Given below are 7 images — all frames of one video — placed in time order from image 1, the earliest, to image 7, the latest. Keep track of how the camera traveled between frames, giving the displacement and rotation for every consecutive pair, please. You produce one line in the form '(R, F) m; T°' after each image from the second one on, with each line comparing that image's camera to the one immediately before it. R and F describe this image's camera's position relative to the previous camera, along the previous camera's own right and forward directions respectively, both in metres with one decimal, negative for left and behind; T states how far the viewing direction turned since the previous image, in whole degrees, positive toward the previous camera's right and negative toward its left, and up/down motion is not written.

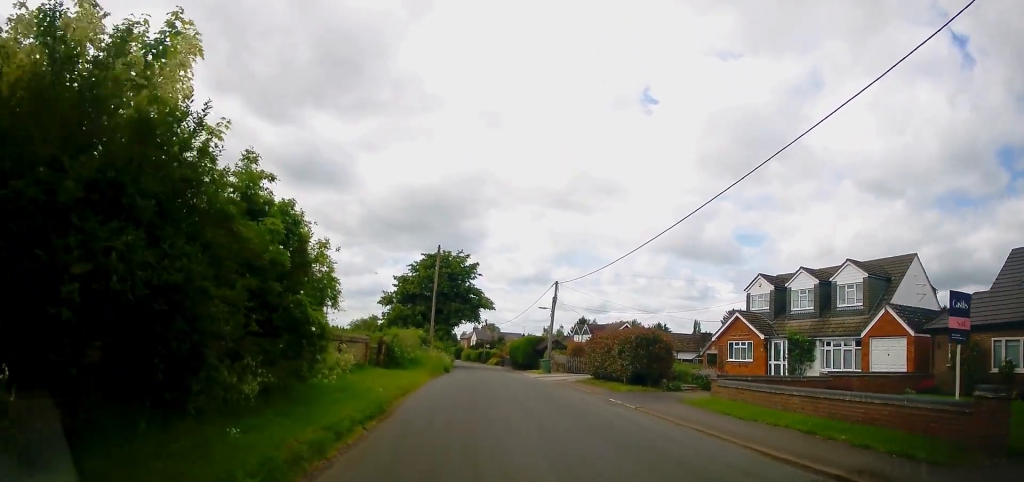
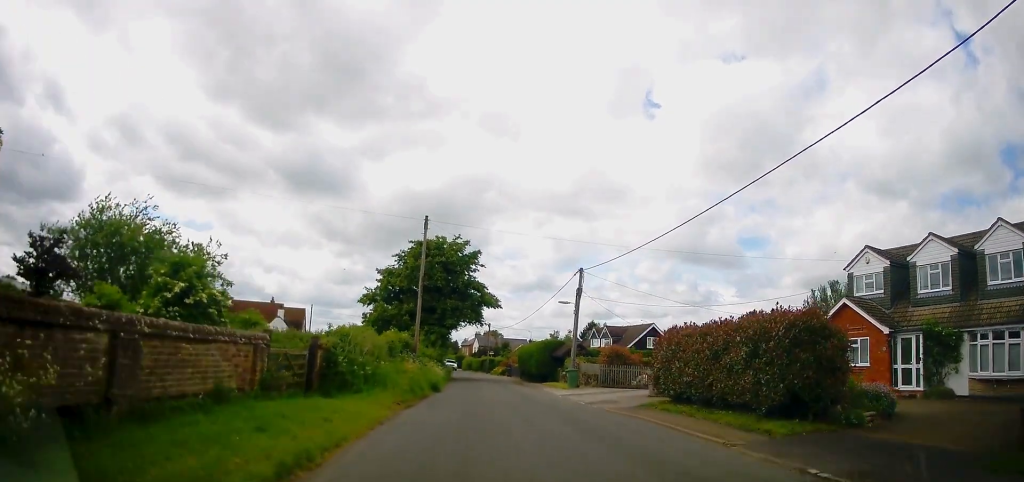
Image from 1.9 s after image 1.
(-0.9, +10.8) m; -6°
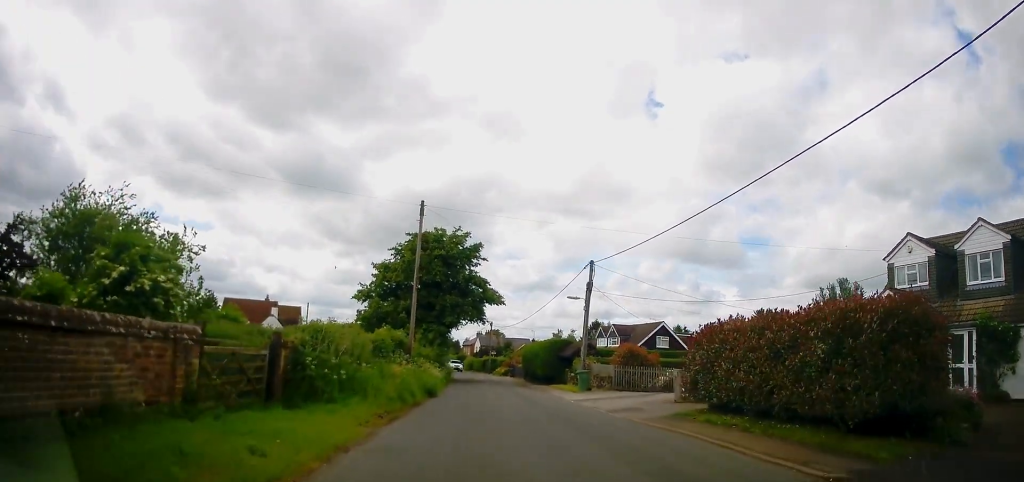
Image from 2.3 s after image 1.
(-0.1, +2.9) m; +1°
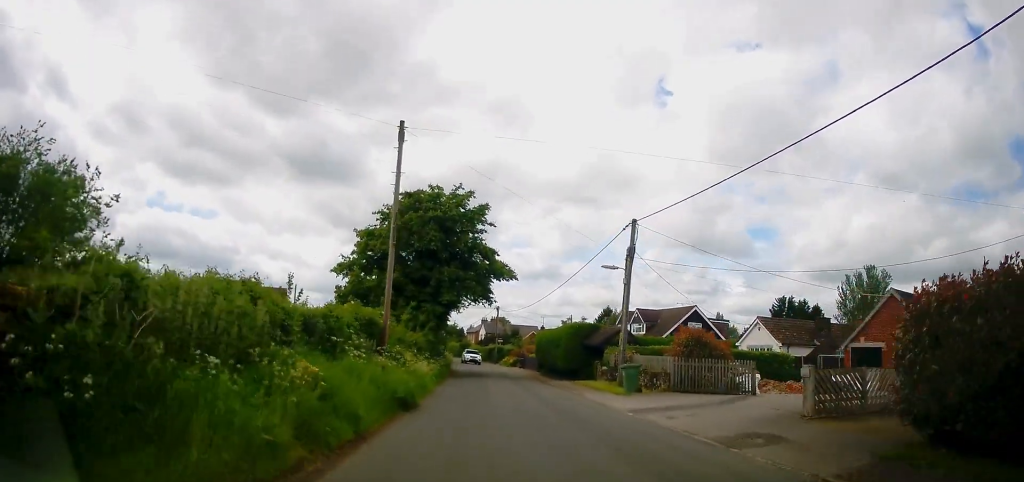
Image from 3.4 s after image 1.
(+0.3, +8.1) m; +3°
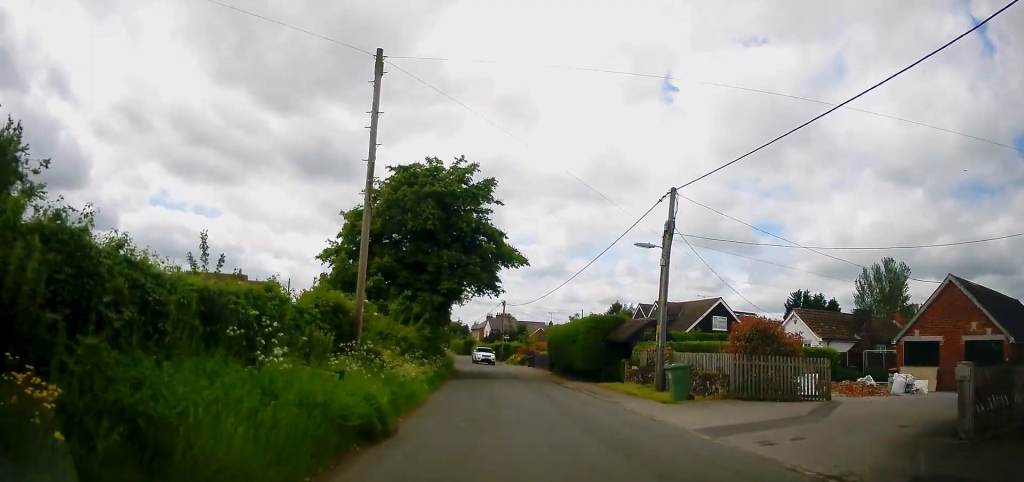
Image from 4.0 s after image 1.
(0.0, +4.7) m; -1°
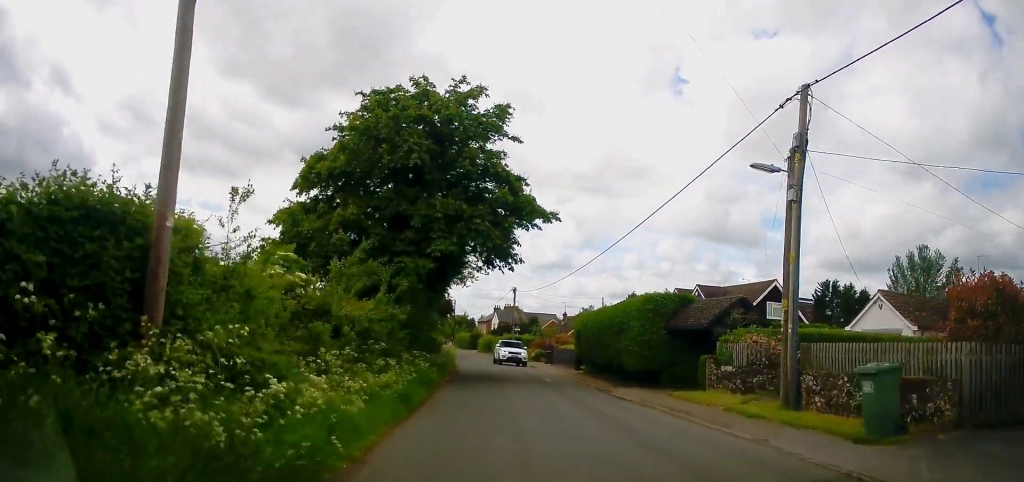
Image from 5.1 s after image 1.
(-0.2, +8.7) m; -1°
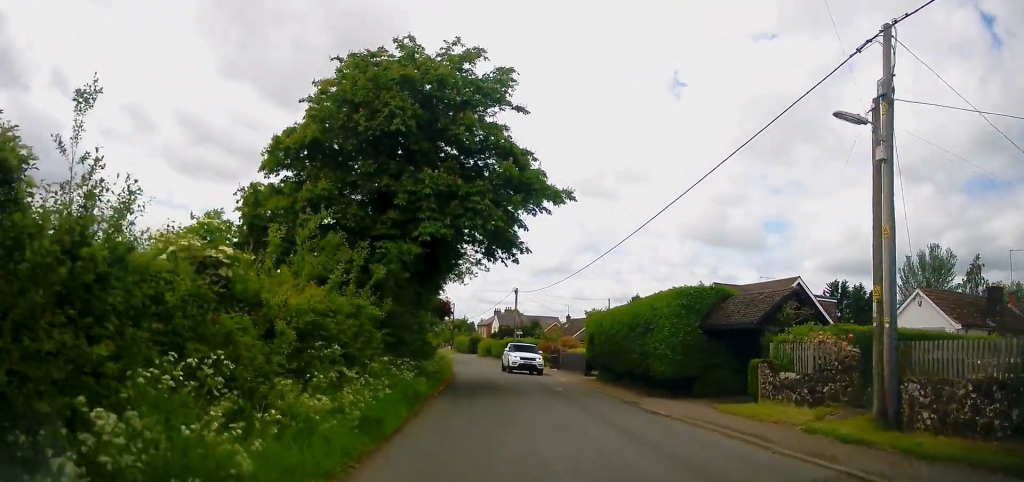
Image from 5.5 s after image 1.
(-0.1, +3.4) m; 0°
